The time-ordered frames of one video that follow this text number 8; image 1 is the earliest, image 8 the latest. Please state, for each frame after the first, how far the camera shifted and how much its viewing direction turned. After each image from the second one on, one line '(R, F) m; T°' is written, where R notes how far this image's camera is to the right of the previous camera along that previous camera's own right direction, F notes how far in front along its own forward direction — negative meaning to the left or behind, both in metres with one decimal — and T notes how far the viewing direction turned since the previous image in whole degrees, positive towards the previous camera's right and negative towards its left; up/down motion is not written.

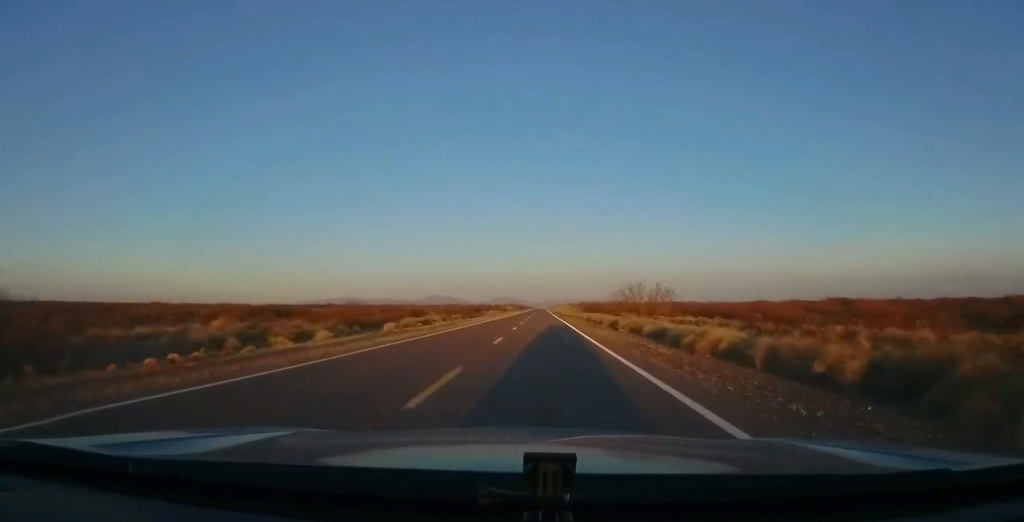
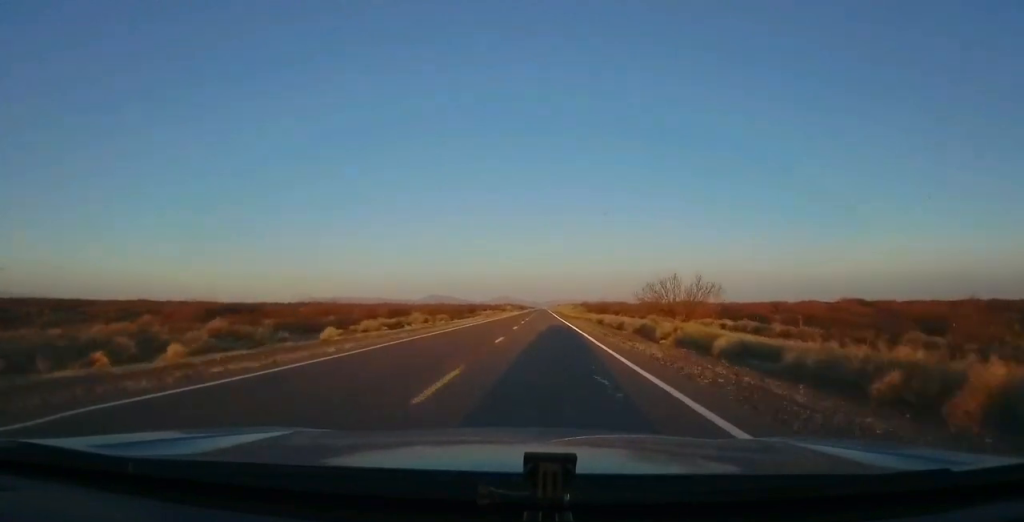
(0.0, +11.7) m; 0°
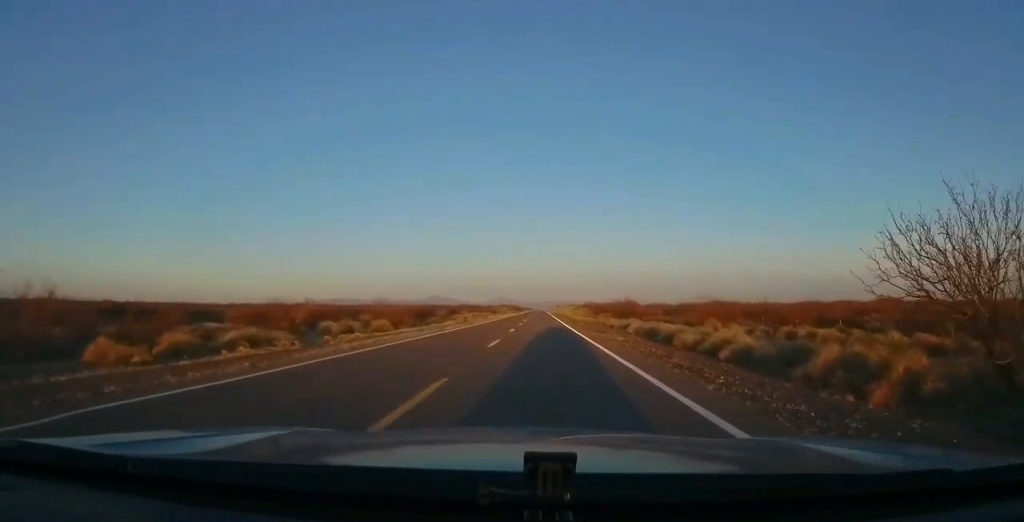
(0.0, +25.3) m; 0°
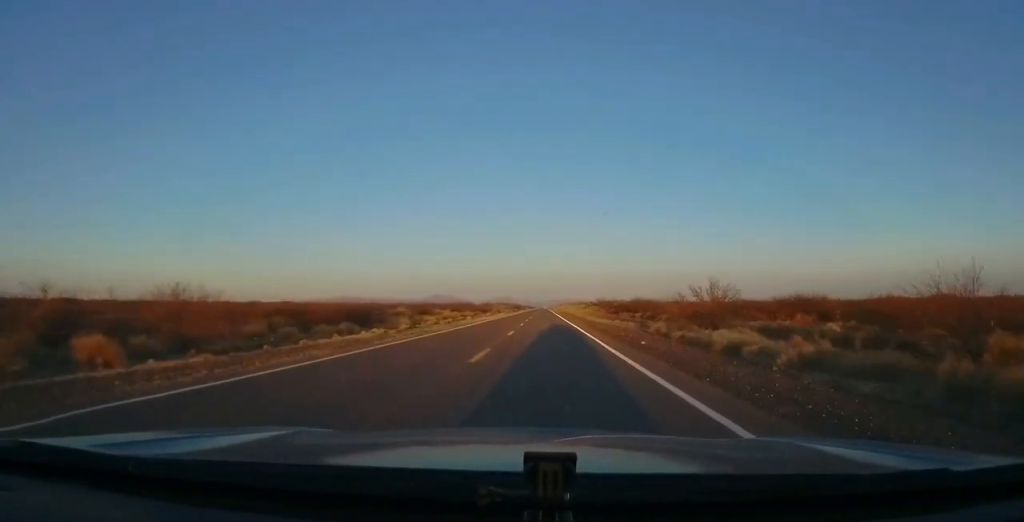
(-0.2, +29.2) m; -1°
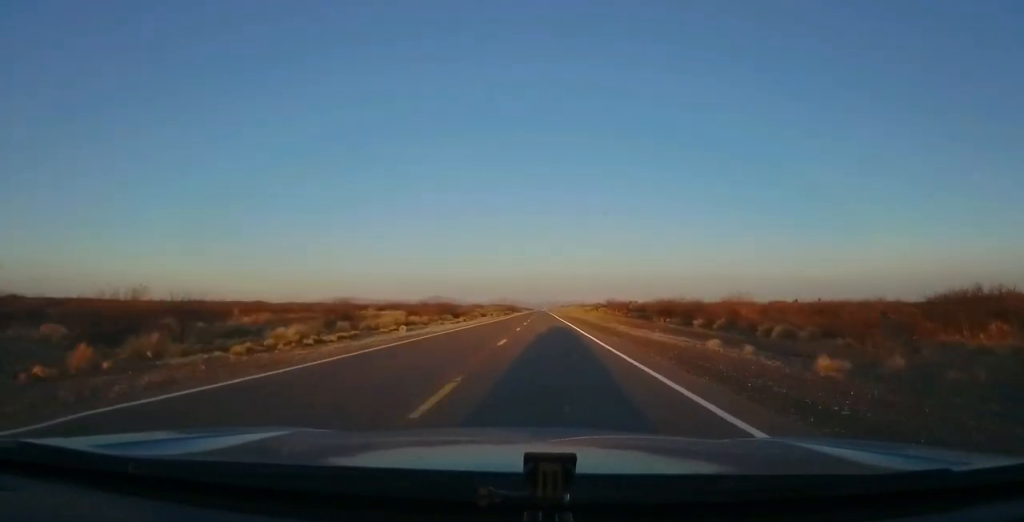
(-0.2, +30.2) m; 0°
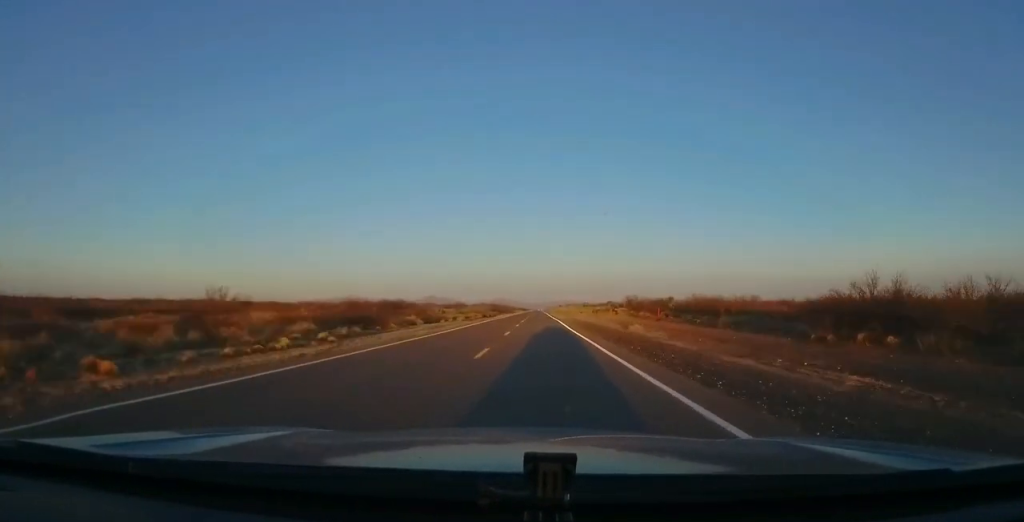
(+0.6, +41.1) m; 0°
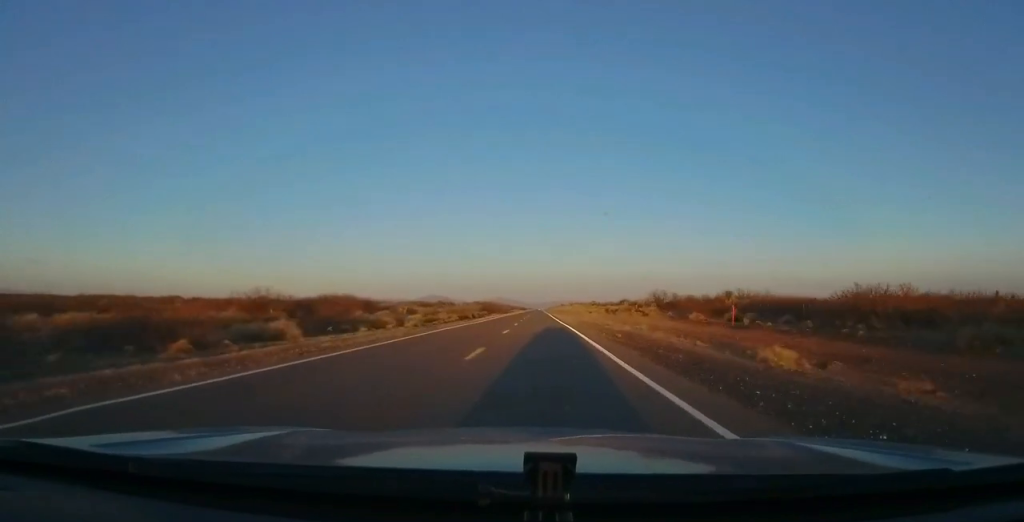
(-0.3, +25.4) m; 0°
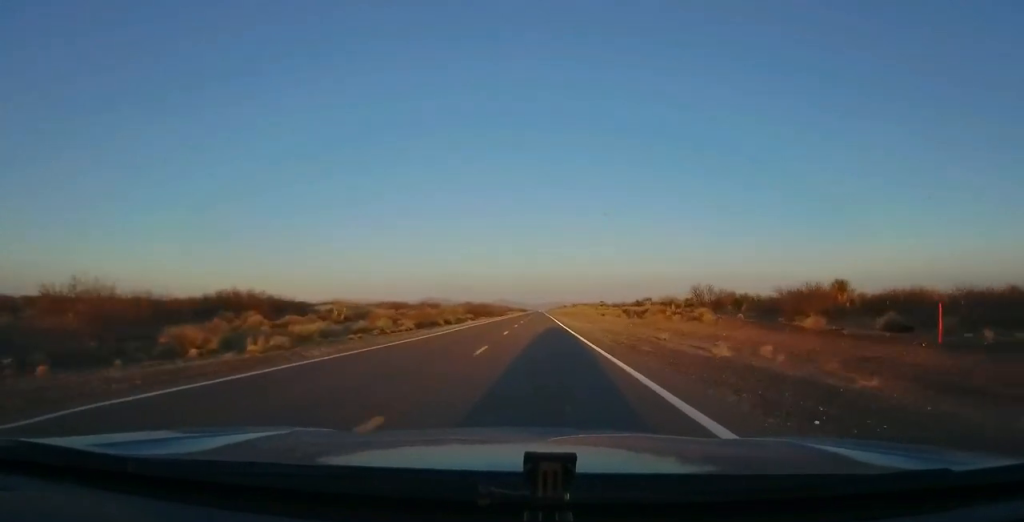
(0.0, +22.5) m; 0°
